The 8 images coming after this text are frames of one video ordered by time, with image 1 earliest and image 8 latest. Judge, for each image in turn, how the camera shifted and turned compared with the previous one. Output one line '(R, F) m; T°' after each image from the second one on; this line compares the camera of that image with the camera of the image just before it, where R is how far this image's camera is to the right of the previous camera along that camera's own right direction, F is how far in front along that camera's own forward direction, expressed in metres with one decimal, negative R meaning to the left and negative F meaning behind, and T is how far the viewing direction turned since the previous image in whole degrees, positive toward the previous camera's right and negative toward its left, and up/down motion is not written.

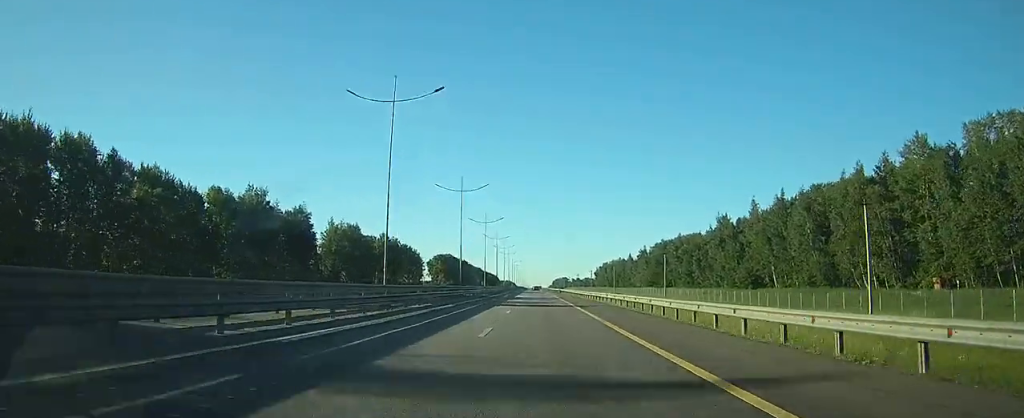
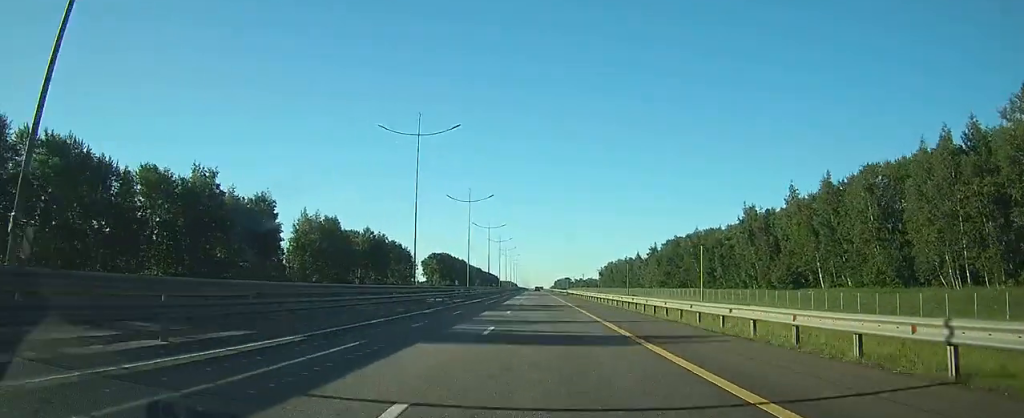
(0.0, +23.2) m; 0°
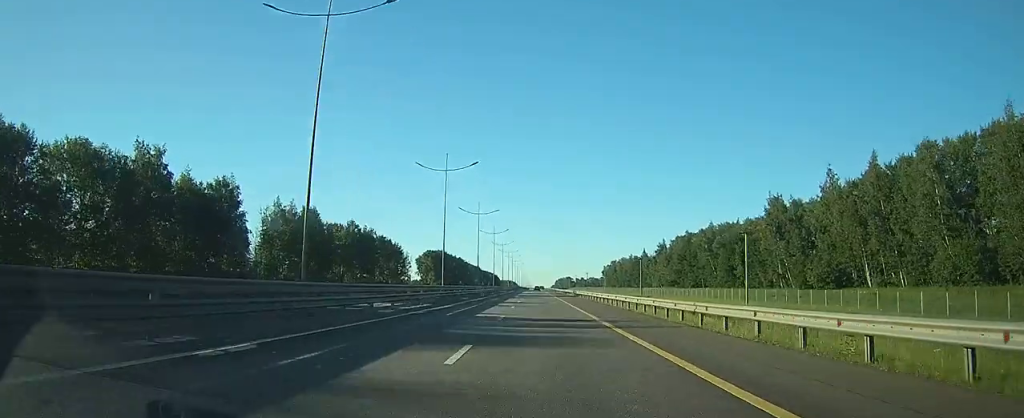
(-0.1, +18.0) m; 0°
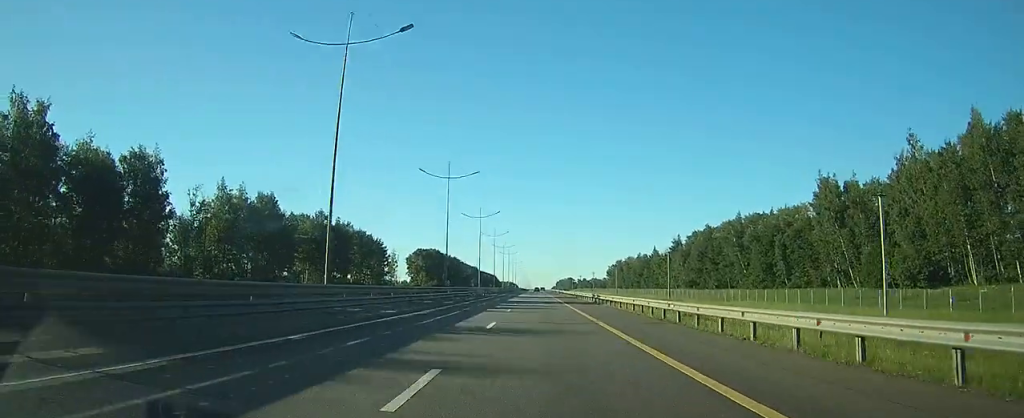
(0.0, +27.5) m; 0°
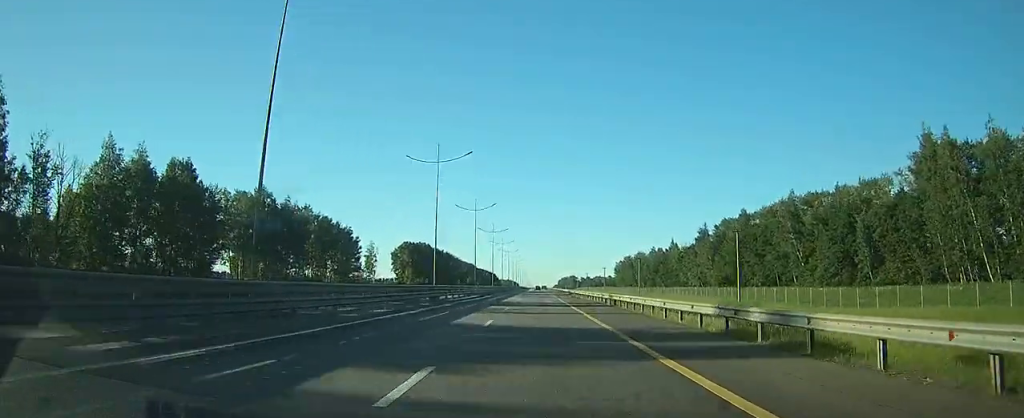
(+0.1, +36.0) m; 0°
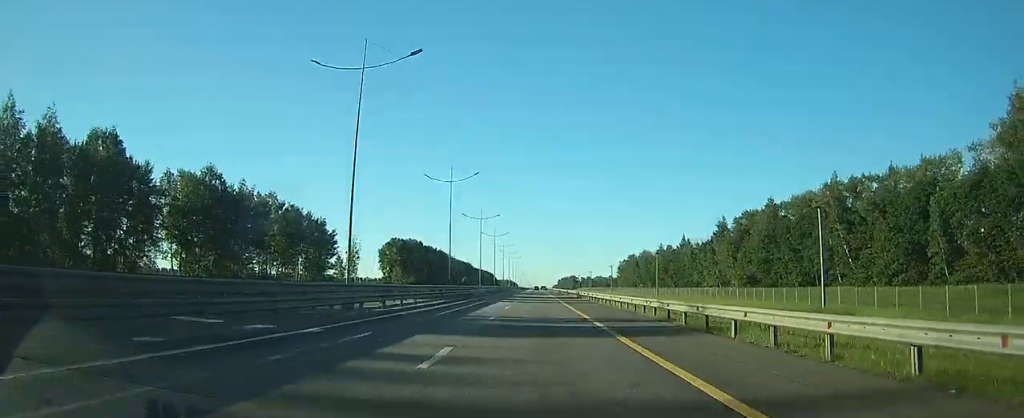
(0.0, +21.1) m; 0°
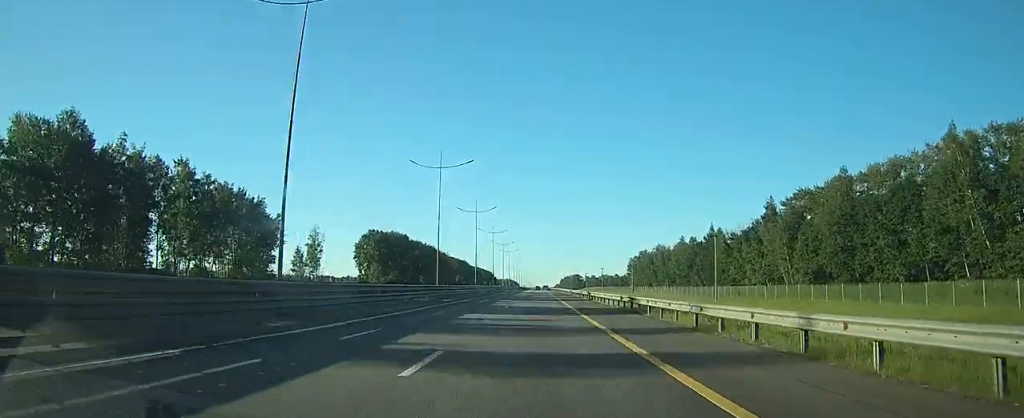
(-0.2, +36.8) m; 0°
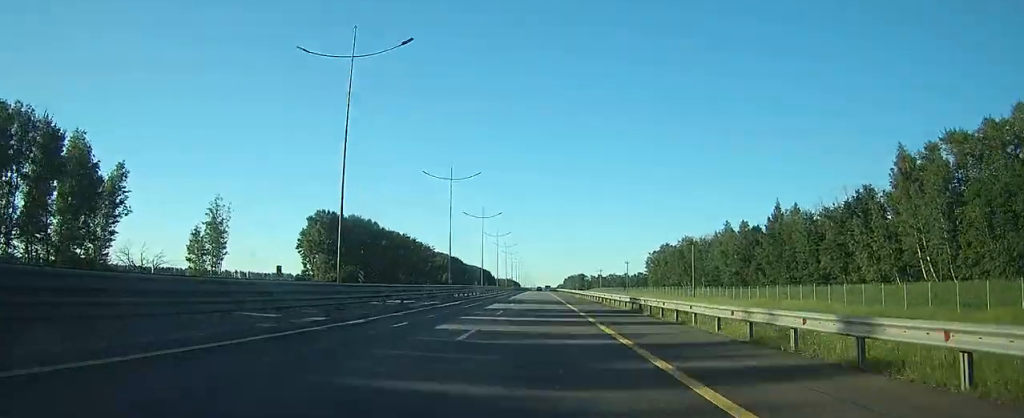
(+0.1, +54.3) m; 0°
